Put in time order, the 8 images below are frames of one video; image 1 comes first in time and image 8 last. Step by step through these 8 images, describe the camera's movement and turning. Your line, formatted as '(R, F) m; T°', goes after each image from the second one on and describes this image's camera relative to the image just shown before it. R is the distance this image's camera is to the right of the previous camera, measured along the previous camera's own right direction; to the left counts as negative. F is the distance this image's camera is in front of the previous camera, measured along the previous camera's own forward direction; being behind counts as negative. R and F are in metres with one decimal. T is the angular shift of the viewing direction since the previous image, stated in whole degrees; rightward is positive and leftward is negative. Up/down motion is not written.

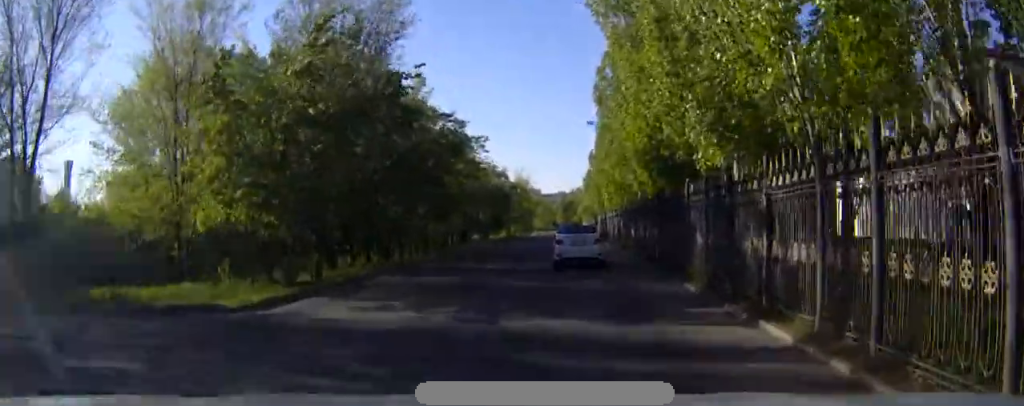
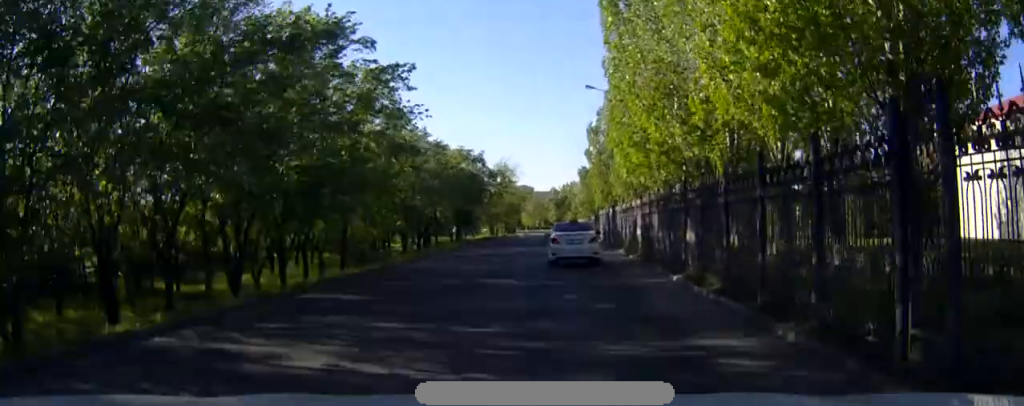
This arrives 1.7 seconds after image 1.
(0.0, +18.4) m; +1°
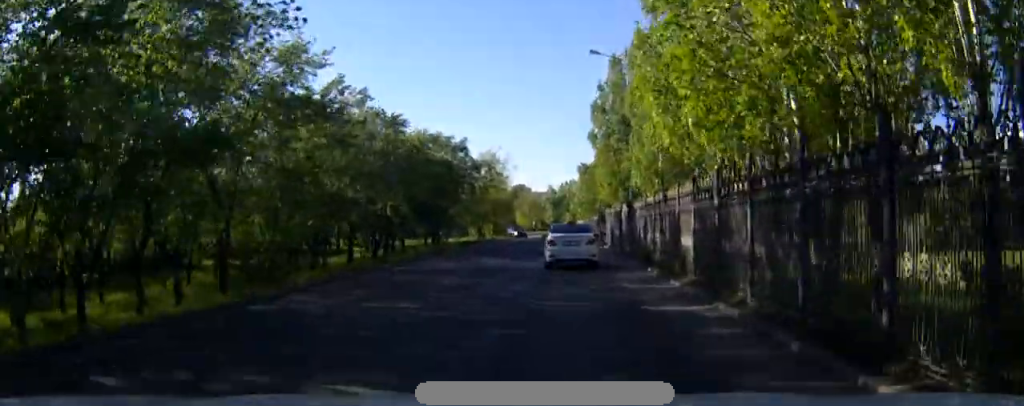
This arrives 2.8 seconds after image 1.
(+0.4, +12.2) m; +2°
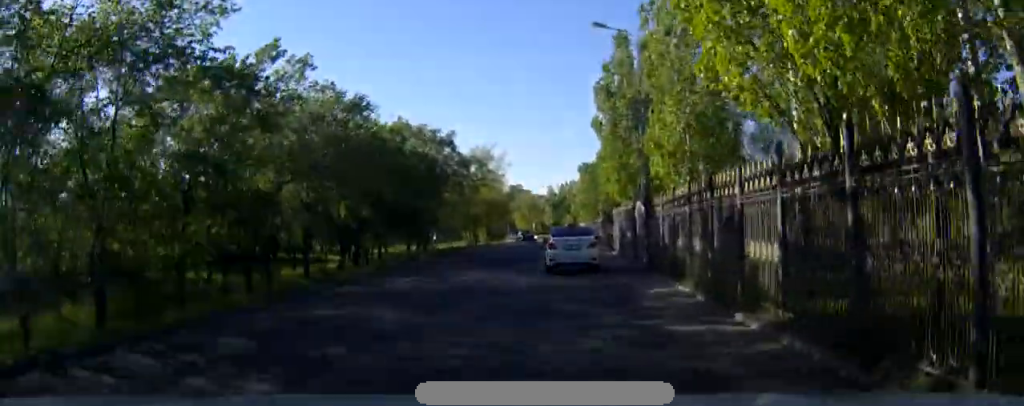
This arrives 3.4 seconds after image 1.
(0.0, +6.8) m; 0°
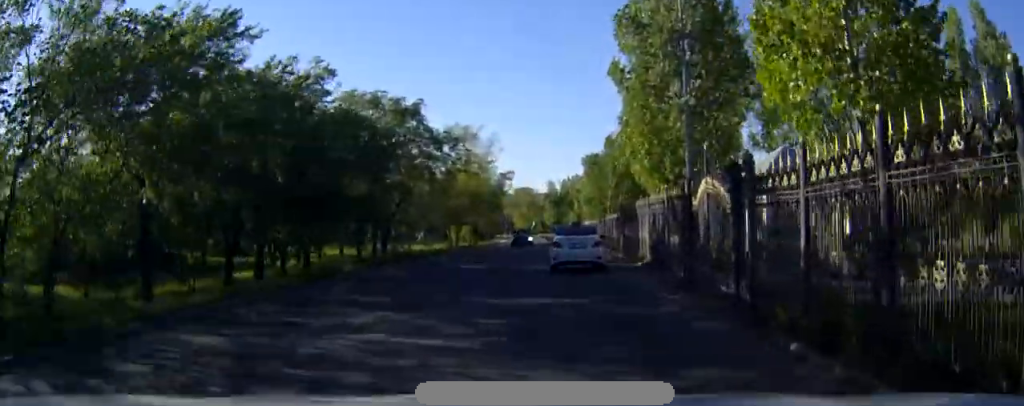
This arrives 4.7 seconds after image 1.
(+0.1, +13.4) m; 0°
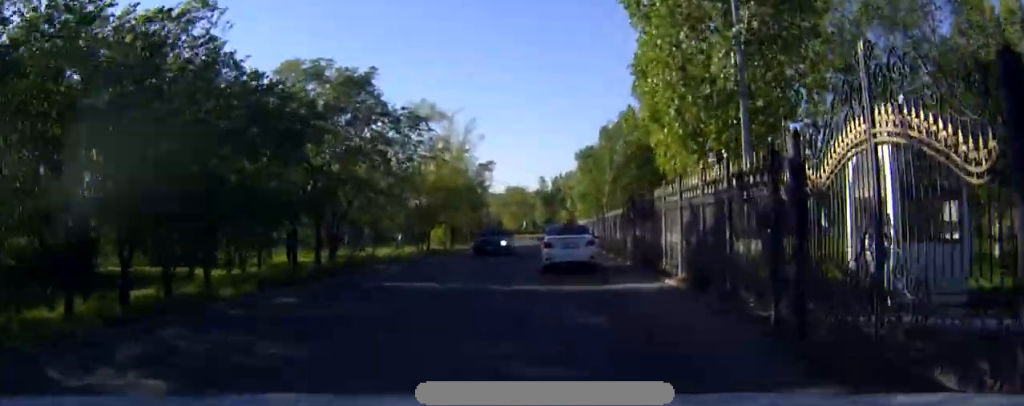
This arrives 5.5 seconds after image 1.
(-0.1, +8.6) m; 0°
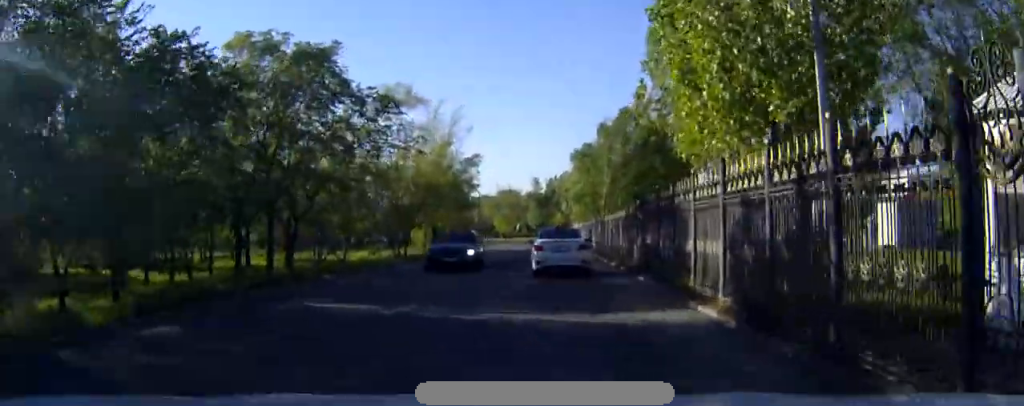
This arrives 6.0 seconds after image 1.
(0.0, +5.1) m; 0°
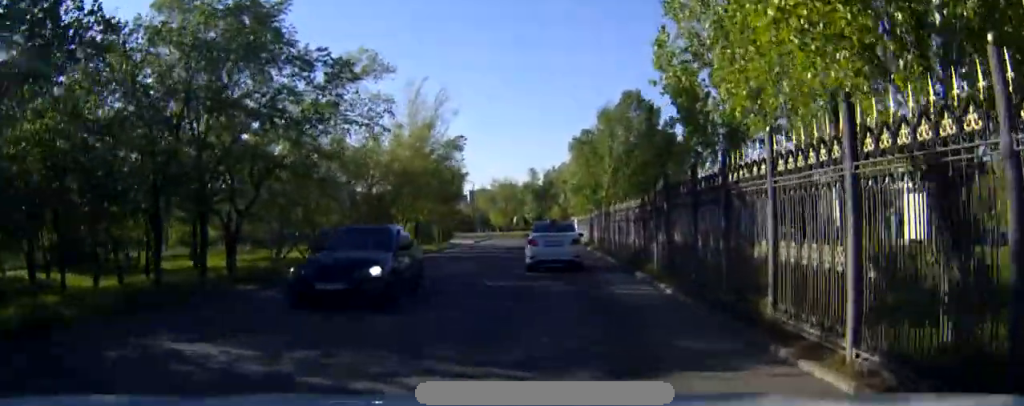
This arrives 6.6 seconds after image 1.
(+0.1, +5.7) m; -1°
